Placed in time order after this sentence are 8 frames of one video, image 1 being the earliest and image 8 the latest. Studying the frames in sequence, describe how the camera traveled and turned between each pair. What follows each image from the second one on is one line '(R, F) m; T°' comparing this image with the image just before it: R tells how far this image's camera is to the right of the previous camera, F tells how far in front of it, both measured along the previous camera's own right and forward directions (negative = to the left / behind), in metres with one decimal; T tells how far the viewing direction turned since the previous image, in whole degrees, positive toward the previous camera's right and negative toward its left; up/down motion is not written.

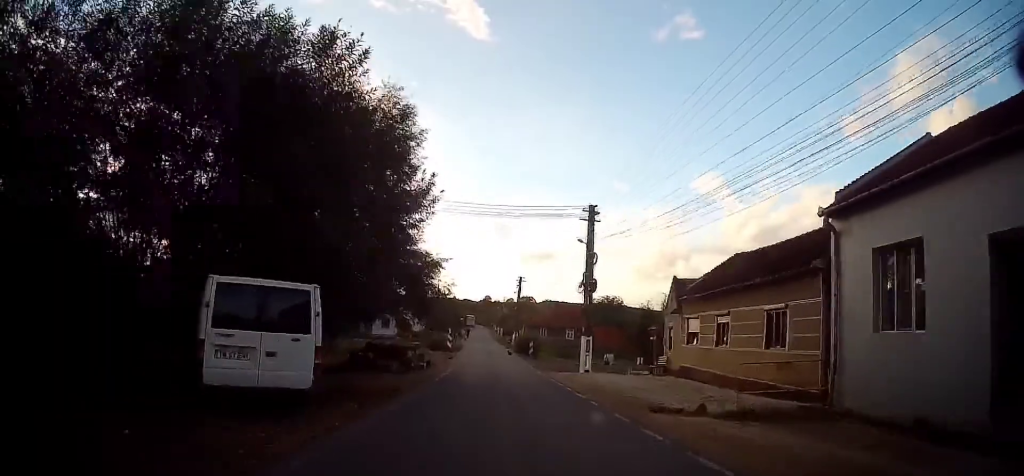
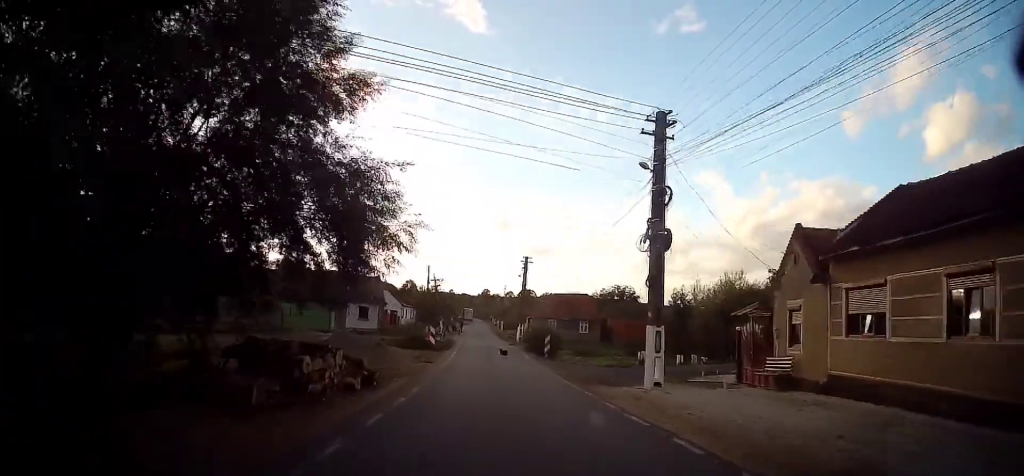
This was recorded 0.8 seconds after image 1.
(0.0, +11.1) m; 0°
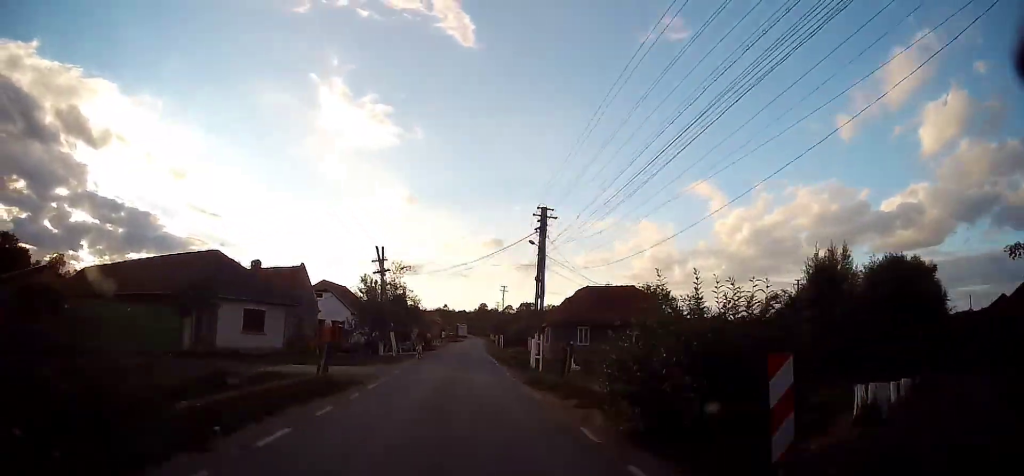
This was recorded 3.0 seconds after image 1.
(+0.9, +26.1) m; +2°
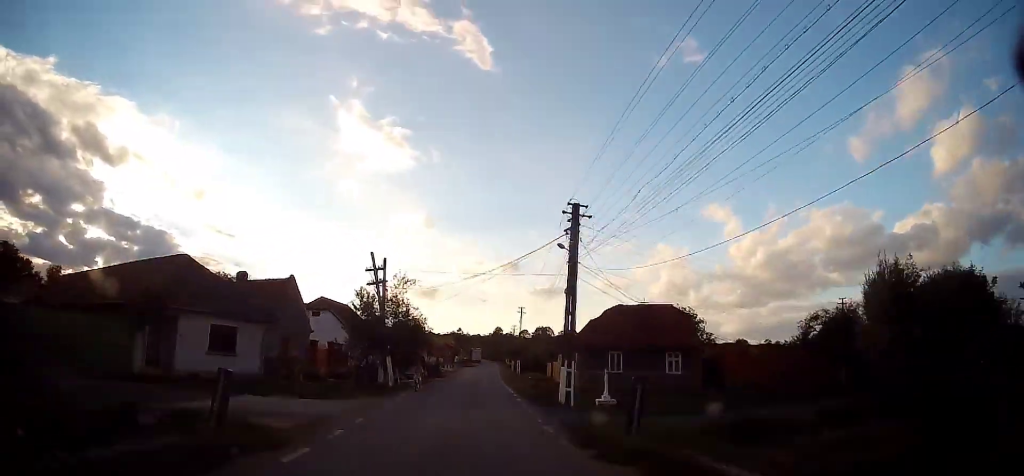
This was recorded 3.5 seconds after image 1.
(-0.1, +5.7) m; -1°
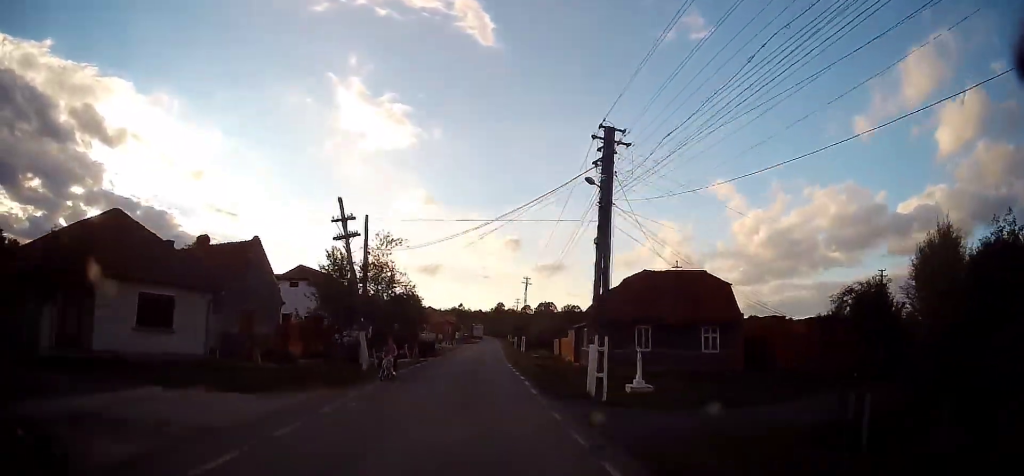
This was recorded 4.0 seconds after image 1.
(0.0, +5.9) m; 0°
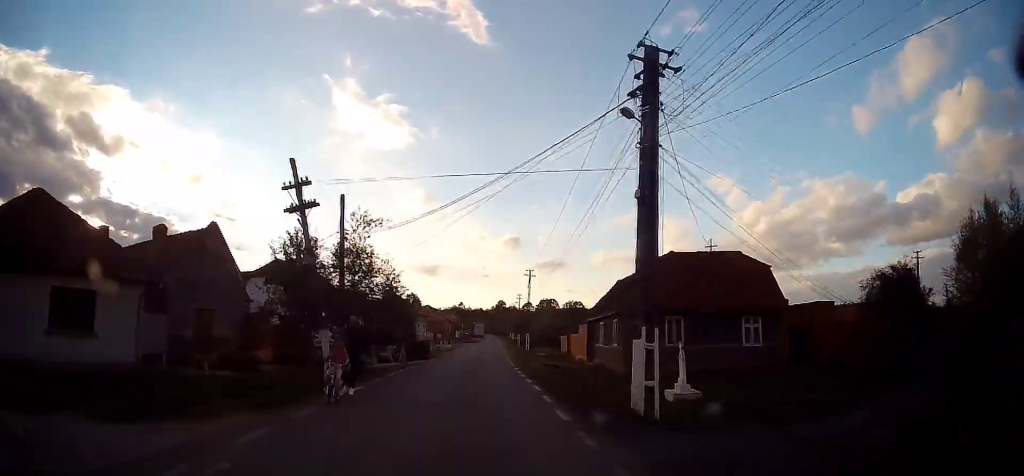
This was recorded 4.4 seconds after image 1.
(0.0, +4.6) m; 0°
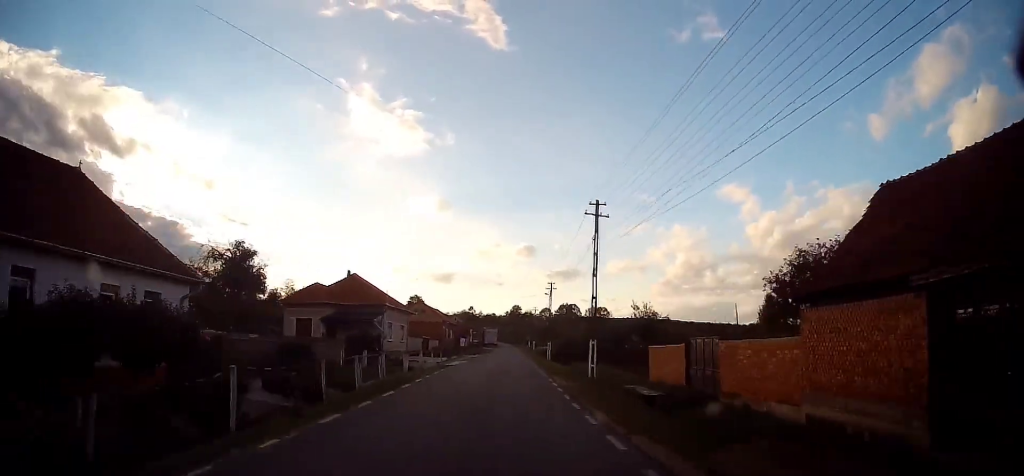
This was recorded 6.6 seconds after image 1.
(-1.1, +27.5) m; -4°
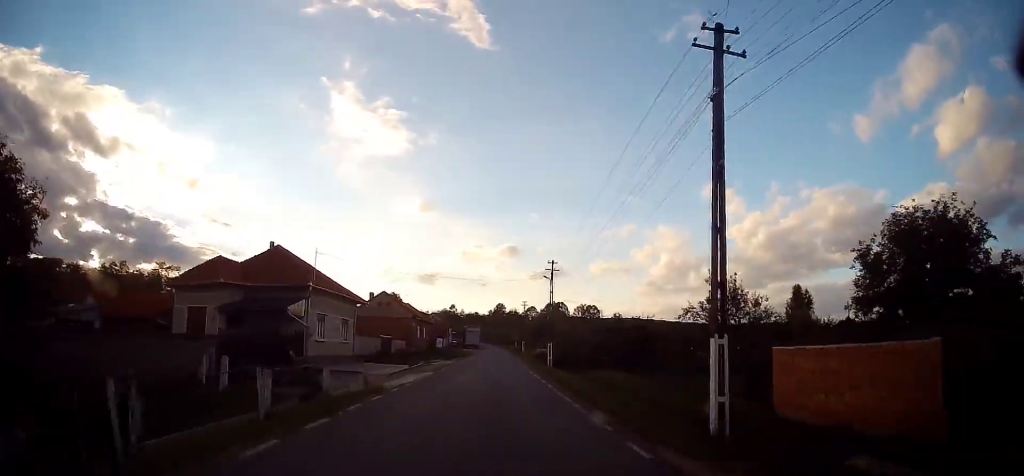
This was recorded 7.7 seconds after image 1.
(+0.2, +14.6) m; +3°
